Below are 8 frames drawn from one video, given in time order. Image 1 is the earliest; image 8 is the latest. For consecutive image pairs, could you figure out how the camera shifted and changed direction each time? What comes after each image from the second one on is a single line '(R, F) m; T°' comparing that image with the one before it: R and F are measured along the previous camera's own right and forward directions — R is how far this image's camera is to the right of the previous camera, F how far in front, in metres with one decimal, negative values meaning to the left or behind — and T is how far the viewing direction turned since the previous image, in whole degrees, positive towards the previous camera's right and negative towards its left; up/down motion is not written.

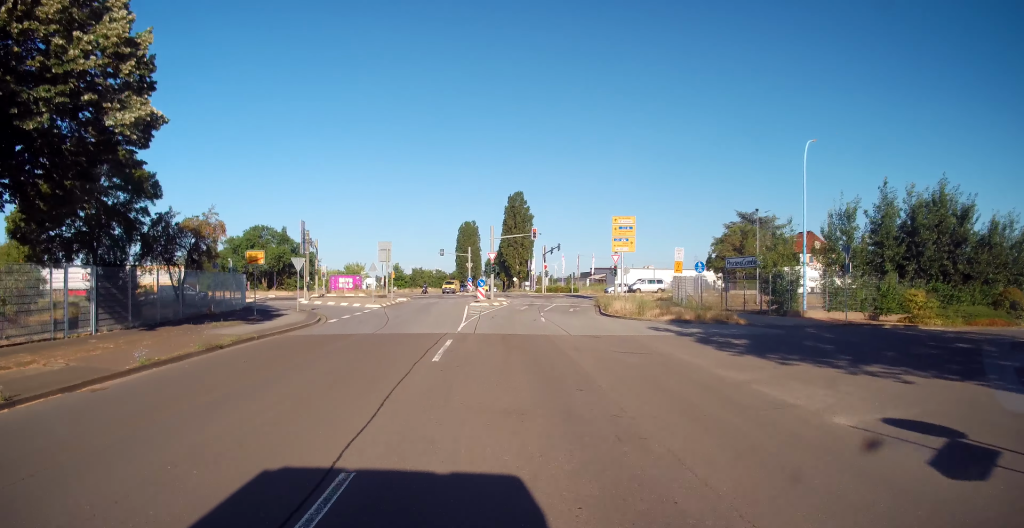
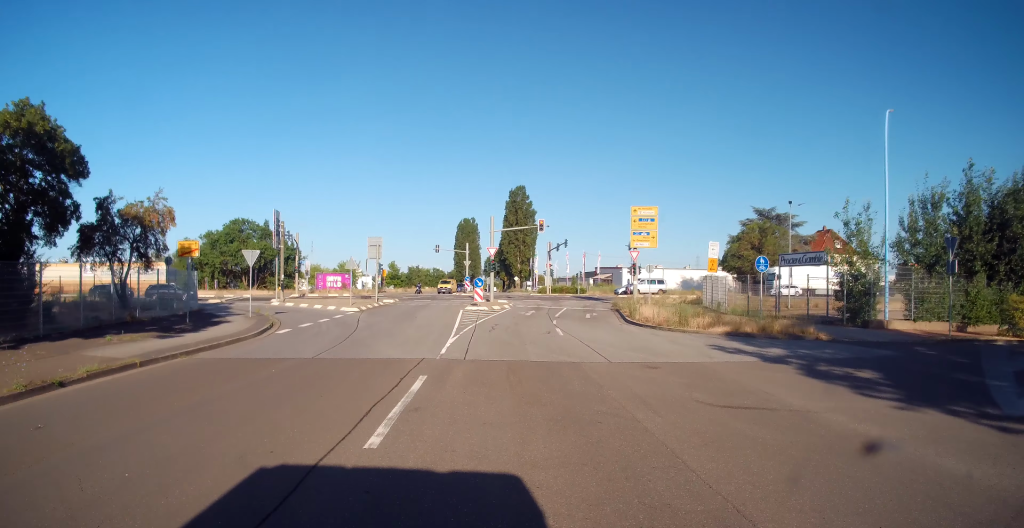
(-0.4, +7.8) m; -1°
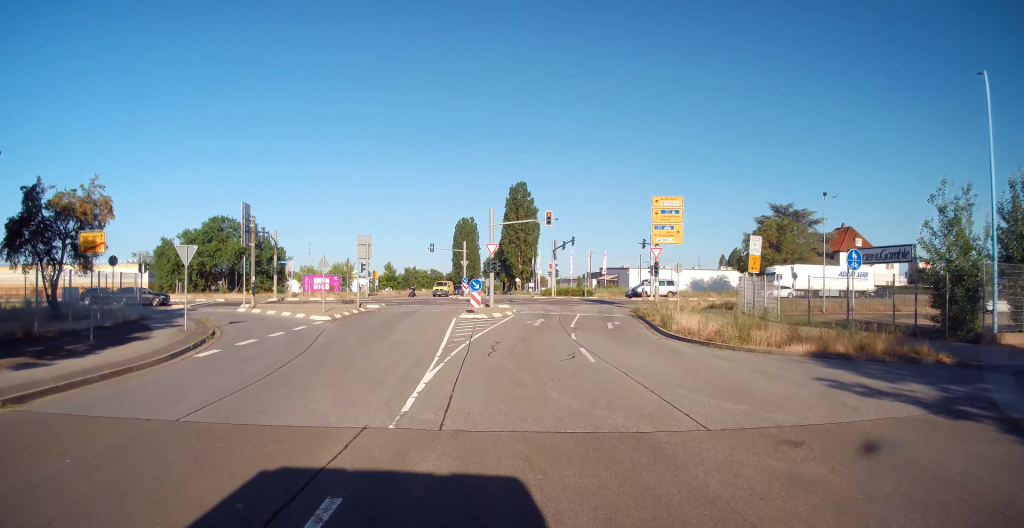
(+0.1, +7.0) m; +2°
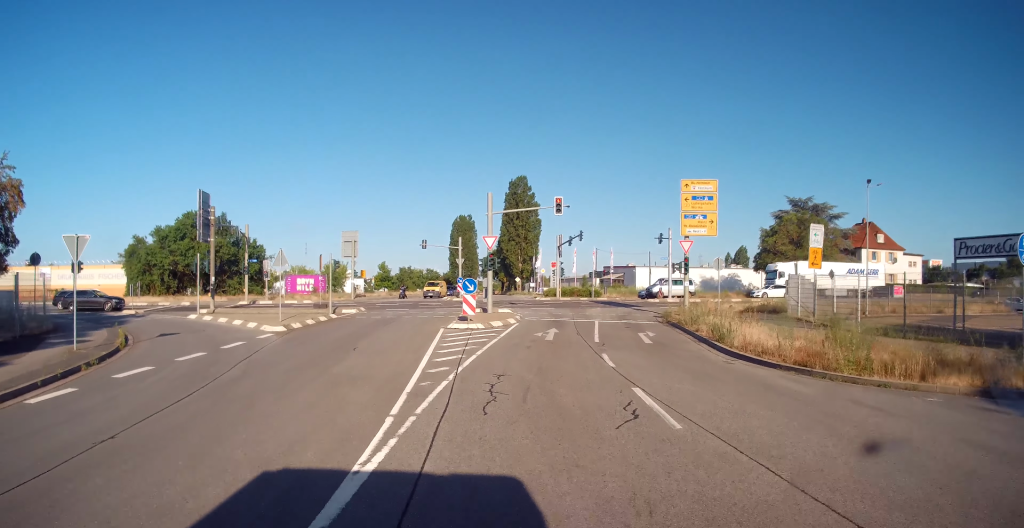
(+0.2, +7.2) m; +2°
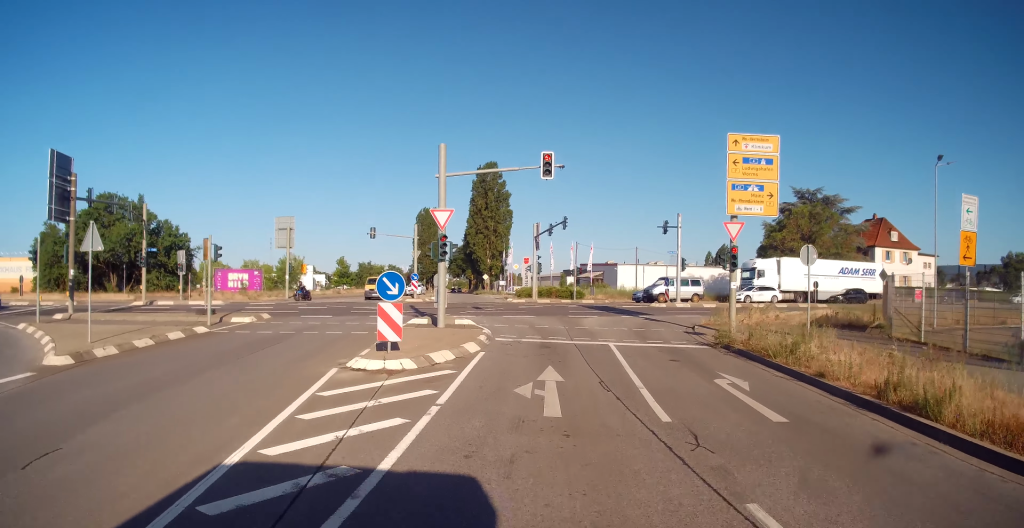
(0.0, +12.6) m; 0°
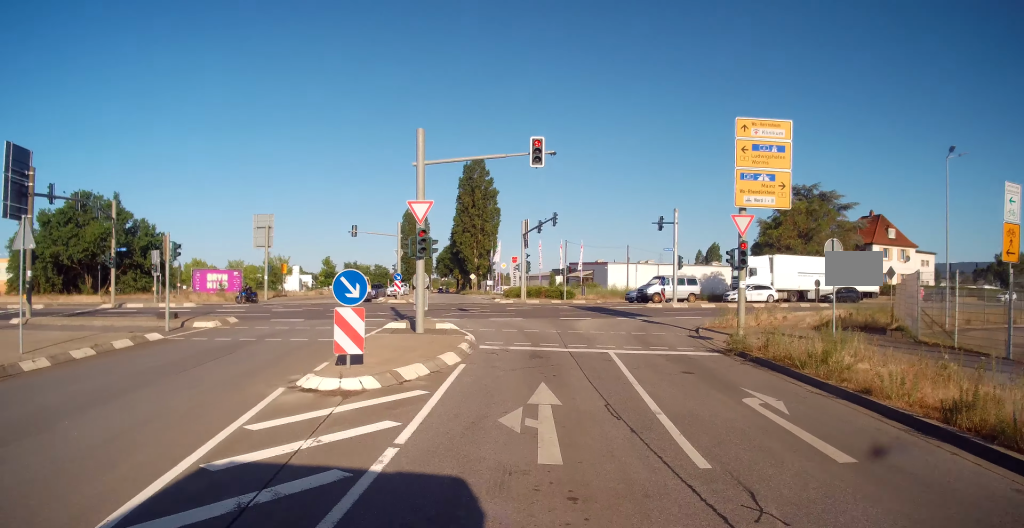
(0.0, +2.8) m; 0°
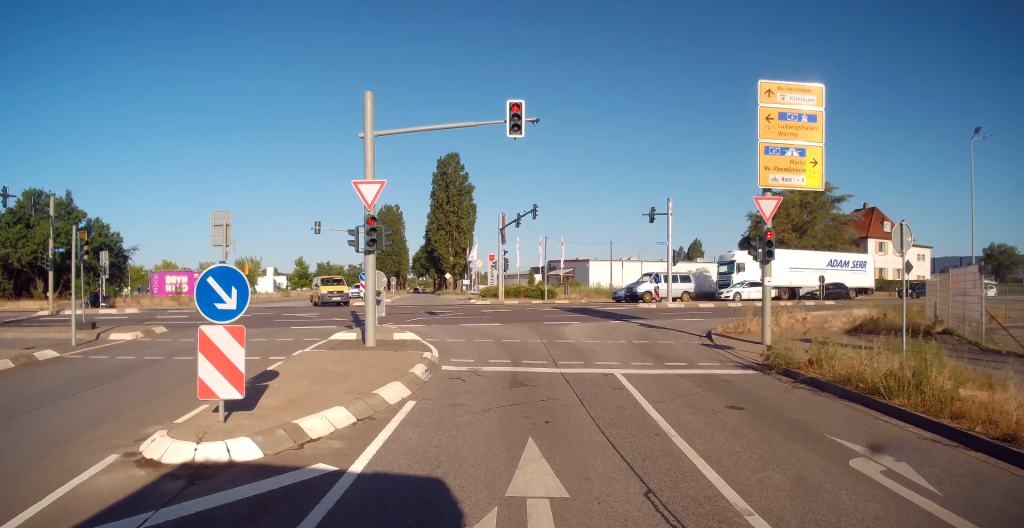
(0.0, +4.7) m; +3°
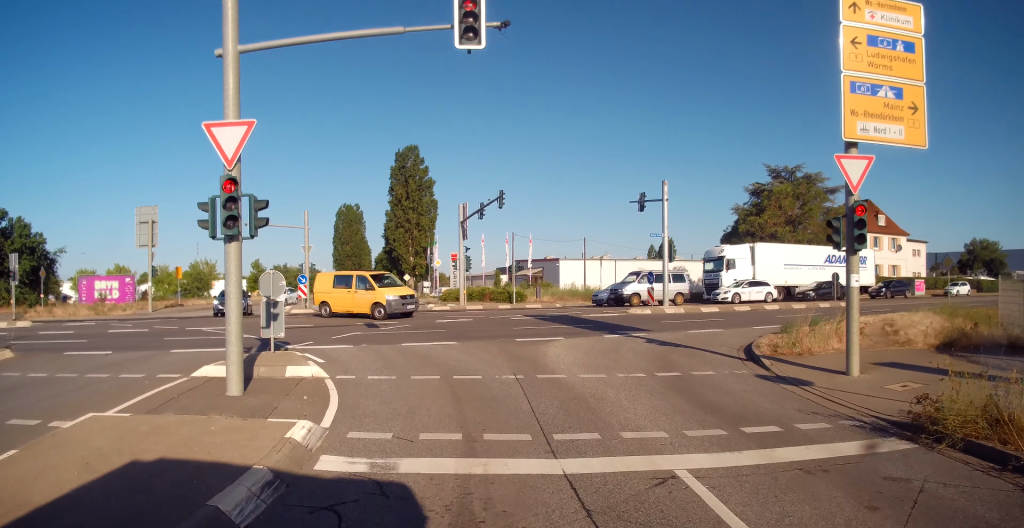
(+0.7, +8.2) m; +4°
